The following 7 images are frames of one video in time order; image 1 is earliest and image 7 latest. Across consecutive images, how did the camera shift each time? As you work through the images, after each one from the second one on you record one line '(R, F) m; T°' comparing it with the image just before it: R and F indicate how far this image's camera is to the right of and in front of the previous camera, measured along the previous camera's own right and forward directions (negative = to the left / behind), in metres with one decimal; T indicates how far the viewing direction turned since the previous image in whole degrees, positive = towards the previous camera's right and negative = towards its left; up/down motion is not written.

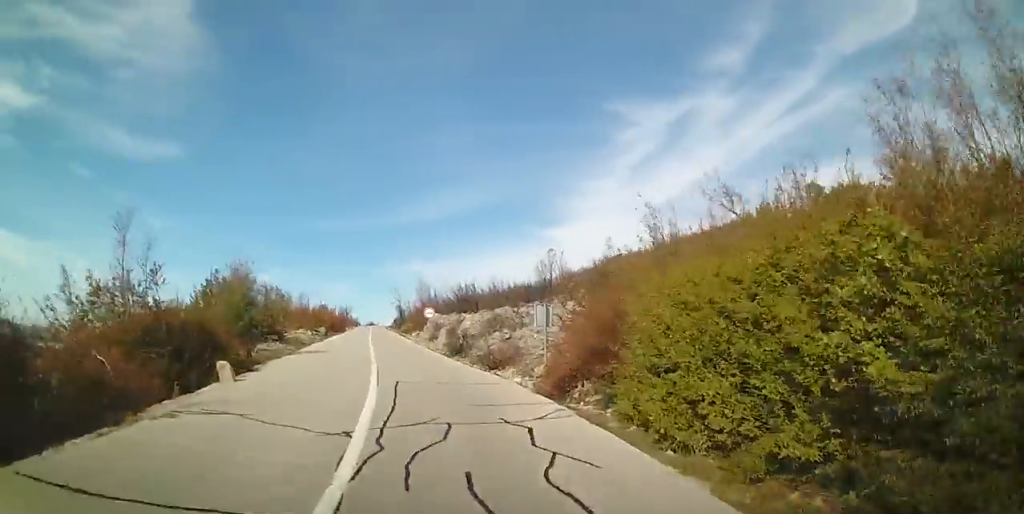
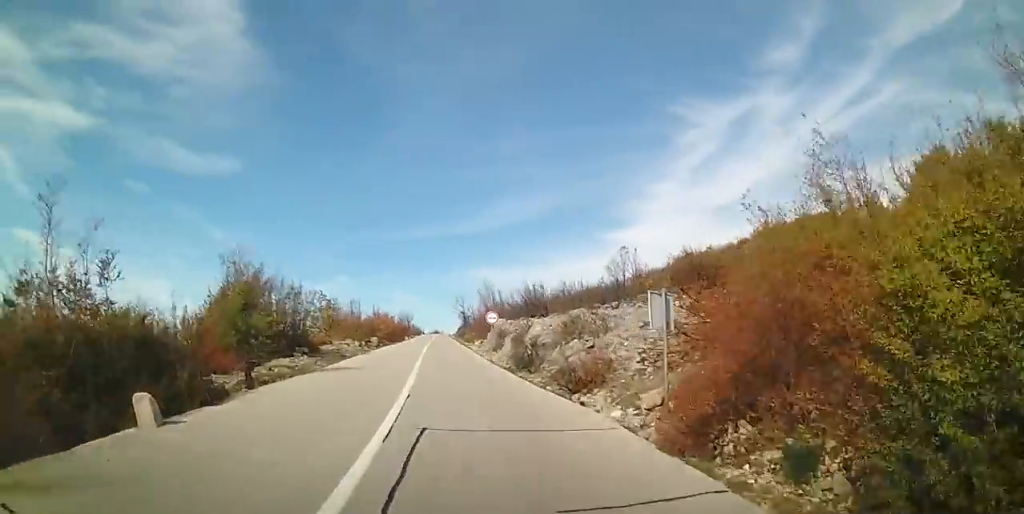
(+0.1, +4.7) m; -6°
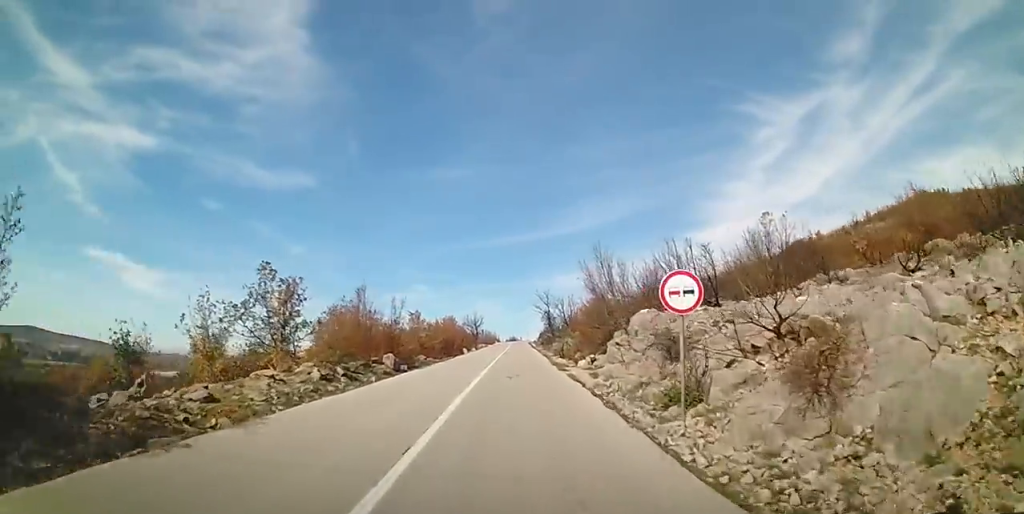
(-3.2, +20.8) m; -10°
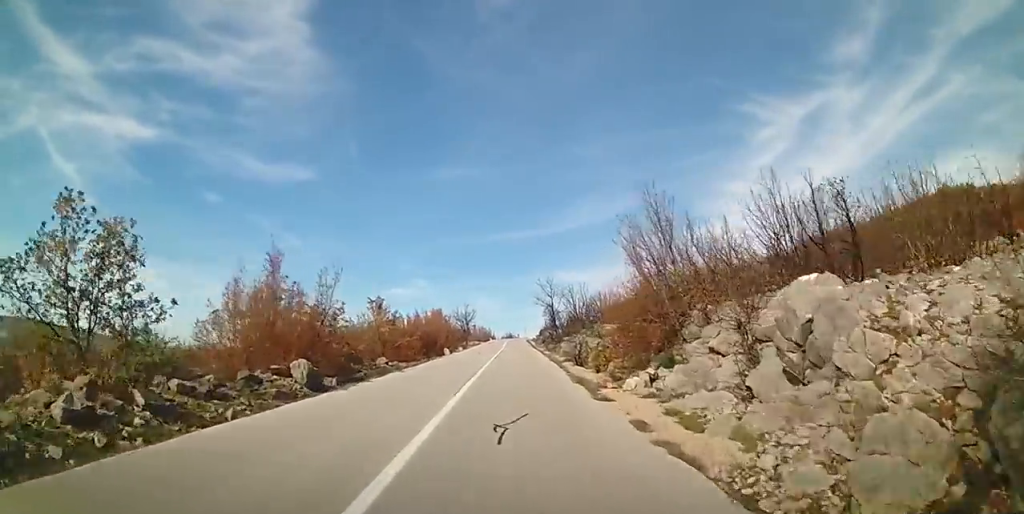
(0.0, +9.7) m; 0°
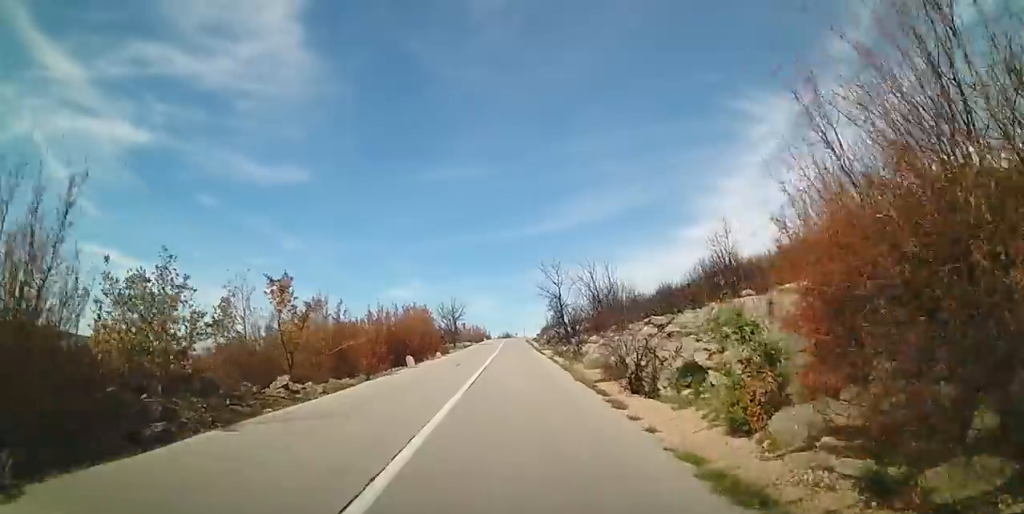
(0.0, +10.6) m; 0°
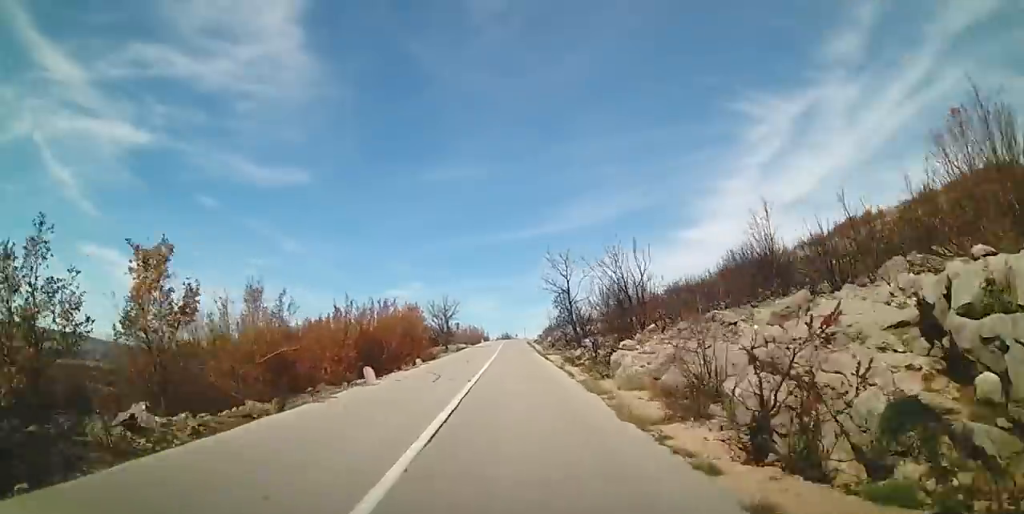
(0.0, +5.9) m; 0°
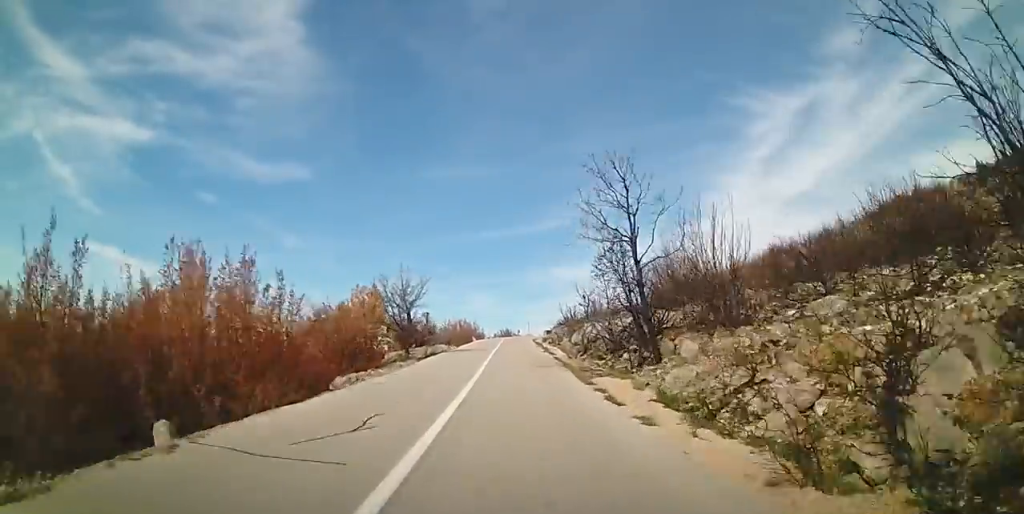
(-0.2, +17.2) m; +1°
